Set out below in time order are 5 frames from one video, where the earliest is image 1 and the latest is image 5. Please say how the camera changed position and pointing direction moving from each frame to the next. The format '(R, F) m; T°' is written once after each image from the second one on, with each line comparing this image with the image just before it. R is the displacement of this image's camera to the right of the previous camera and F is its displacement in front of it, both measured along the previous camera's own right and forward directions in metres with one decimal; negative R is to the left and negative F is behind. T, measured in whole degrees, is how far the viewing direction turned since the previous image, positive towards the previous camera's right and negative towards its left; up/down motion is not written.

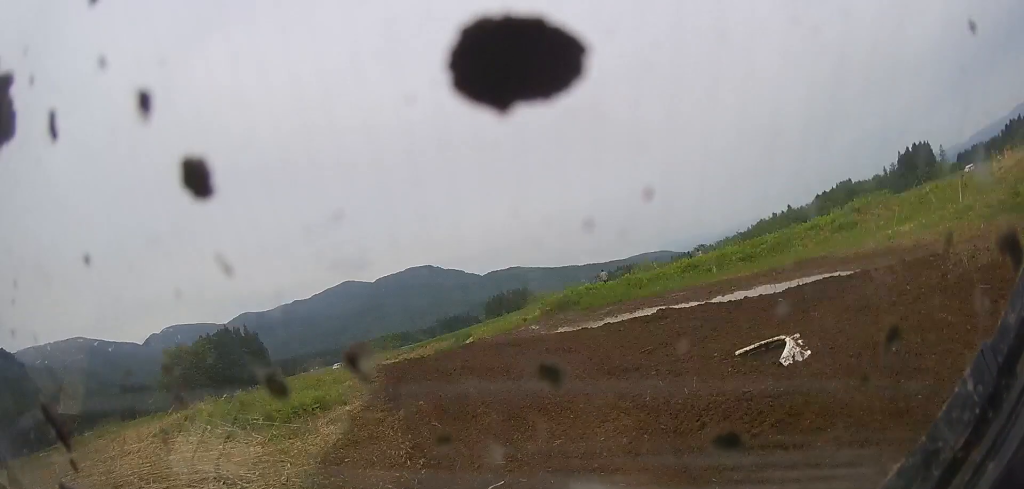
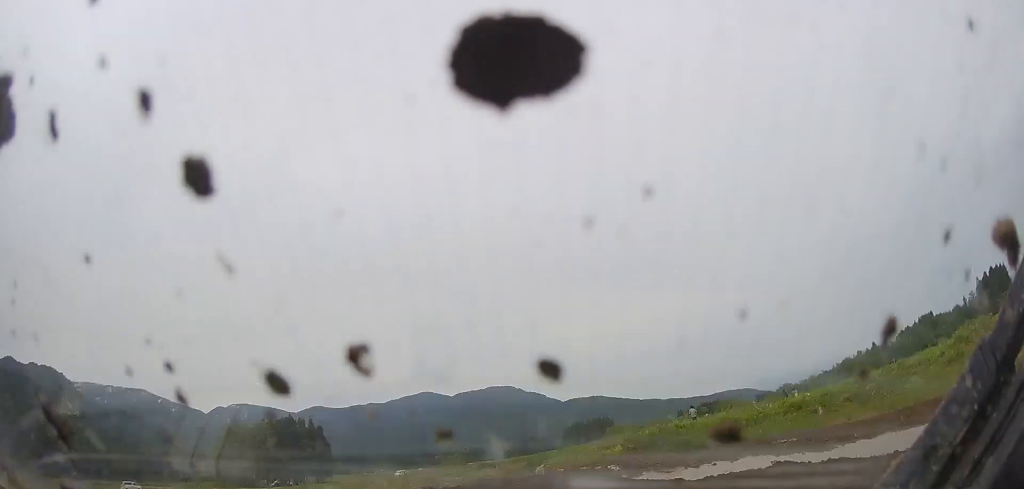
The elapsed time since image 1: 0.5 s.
(0.0, +2.3) m; 0°
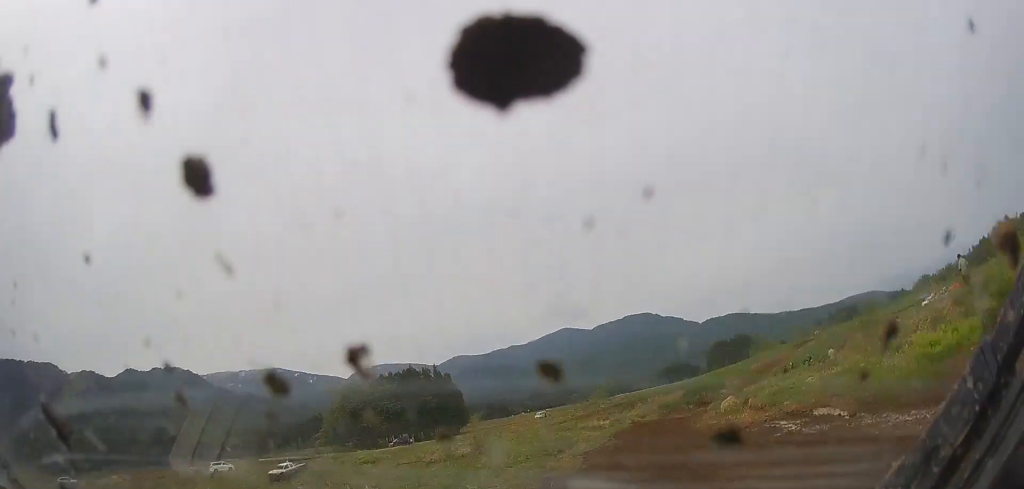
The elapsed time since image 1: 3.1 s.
(-5.4, +11.7) m; -56°
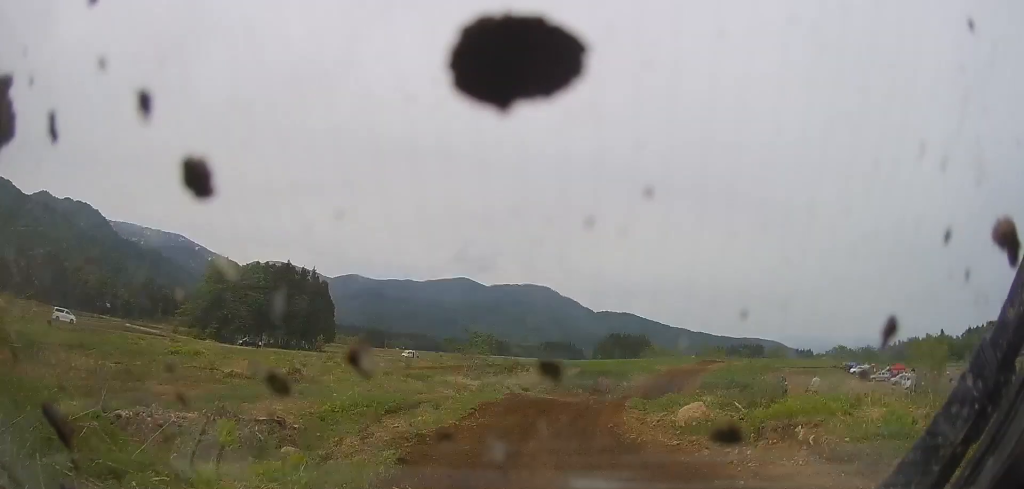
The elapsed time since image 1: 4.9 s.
(+0.9, +14.9) m; +4°
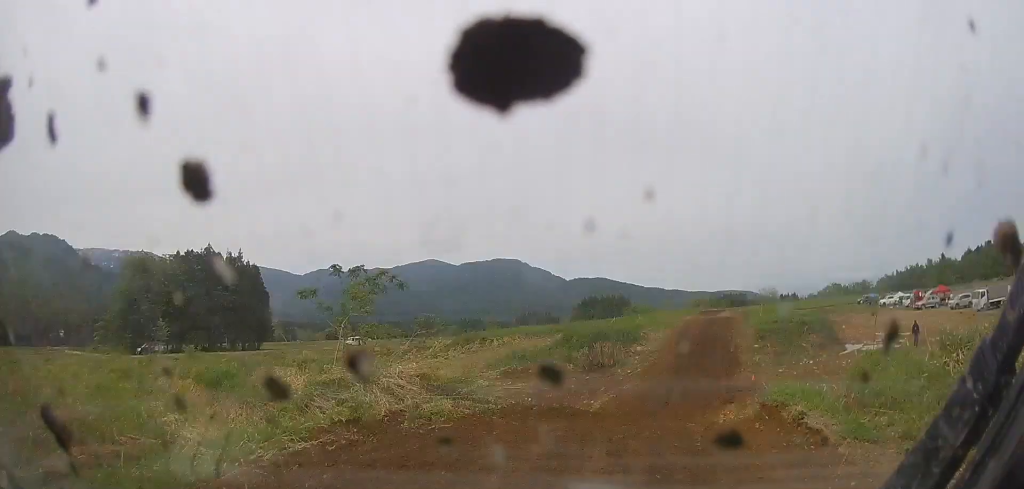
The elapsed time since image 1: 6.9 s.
(0.0, +19.8) m; 0°
